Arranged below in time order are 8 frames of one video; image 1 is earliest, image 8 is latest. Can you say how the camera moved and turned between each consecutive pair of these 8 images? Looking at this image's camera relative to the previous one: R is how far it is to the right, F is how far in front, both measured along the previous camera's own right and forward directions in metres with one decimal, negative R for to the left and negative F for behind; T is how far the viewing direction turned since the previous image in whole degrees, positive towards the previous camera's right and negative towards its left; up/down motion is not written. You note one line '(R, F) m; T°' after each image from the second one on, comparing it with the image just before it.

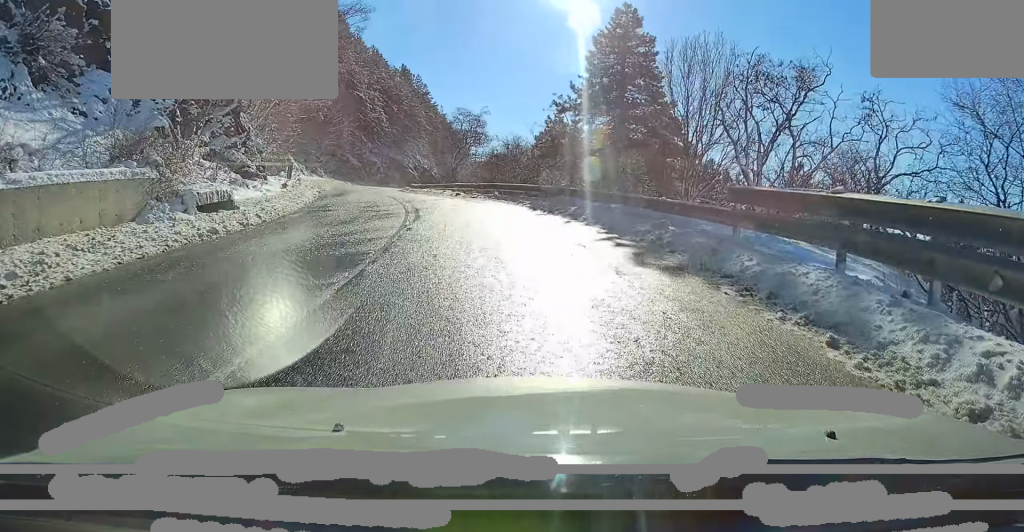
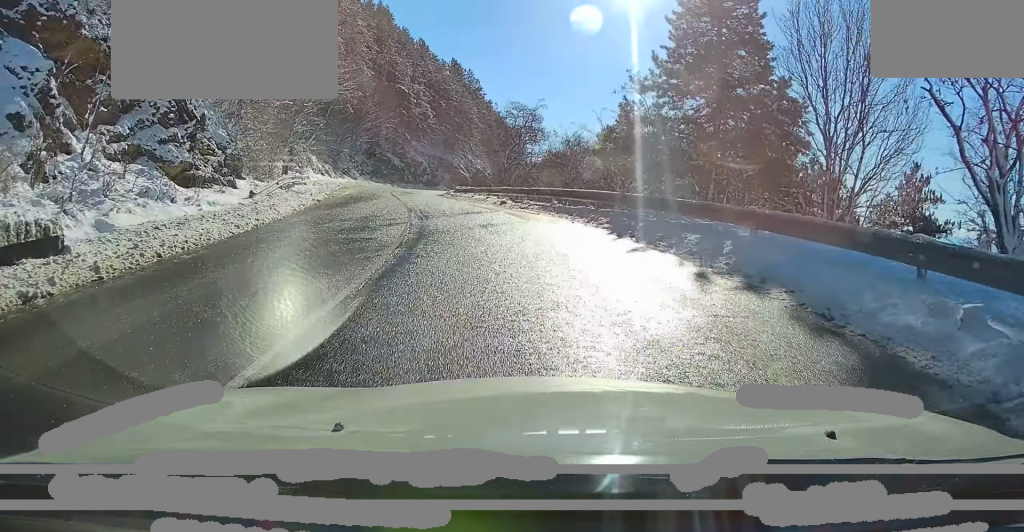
(-0.4, +8.5) m; -4°
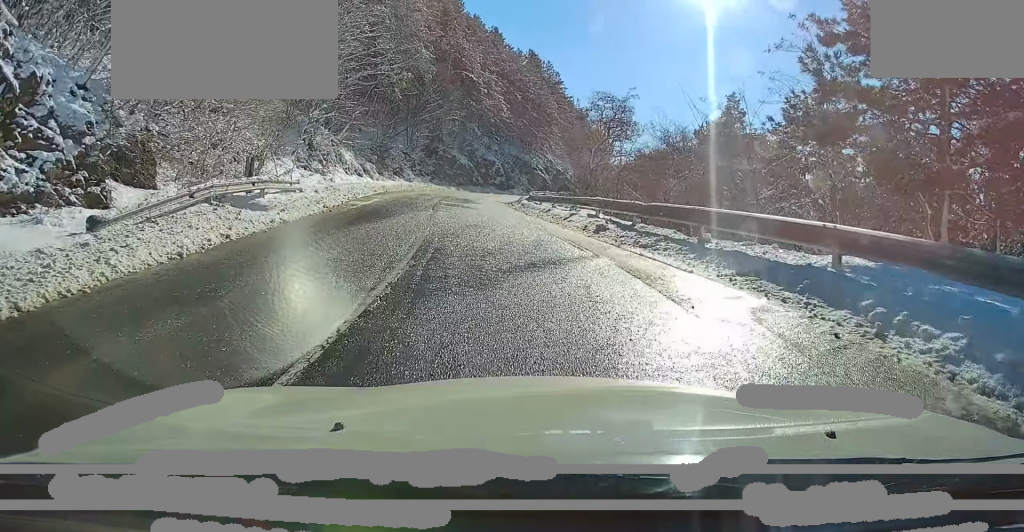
(-0.5, +10.5) m; -5°
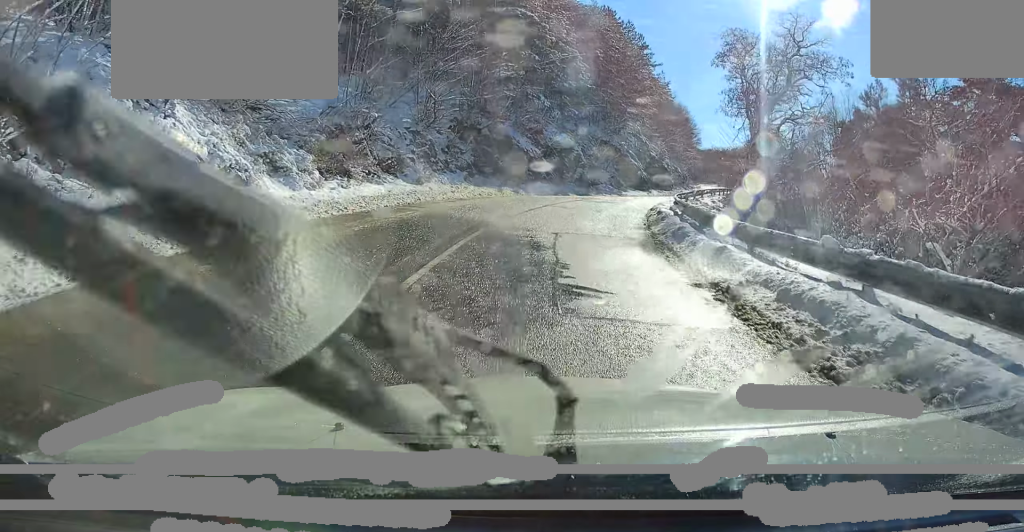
(-1.3, +24.6) m; -1°
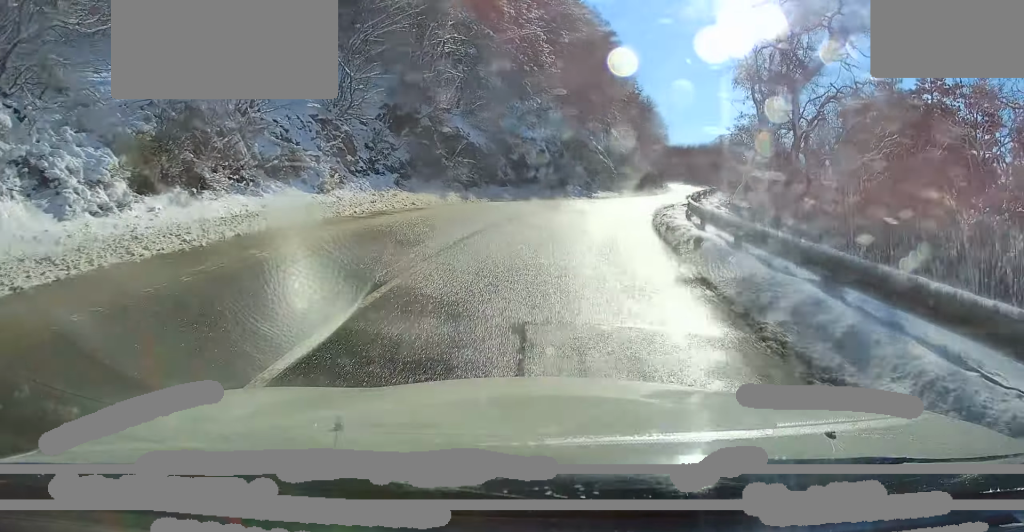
(+0.2, +7.8) m; +3°
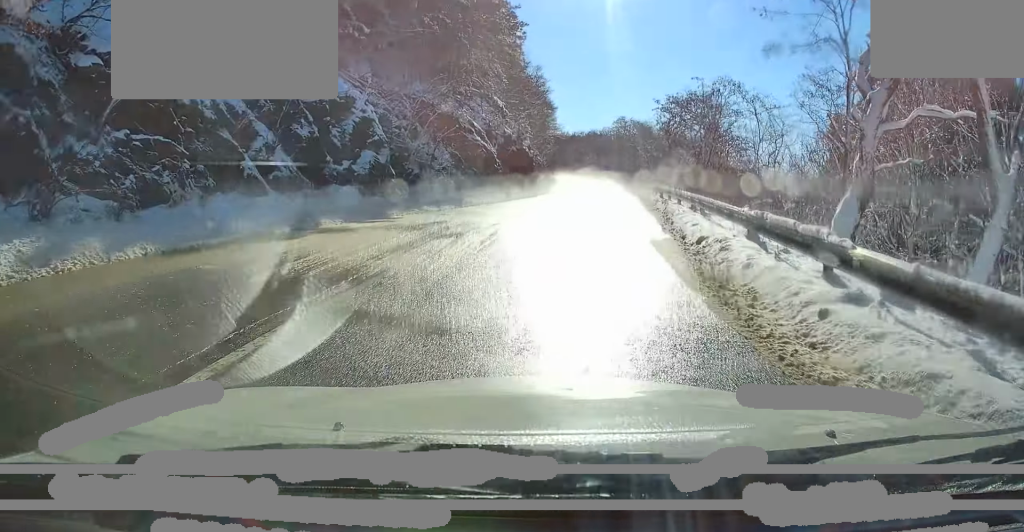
(+1.4, +20.0) m; +8°
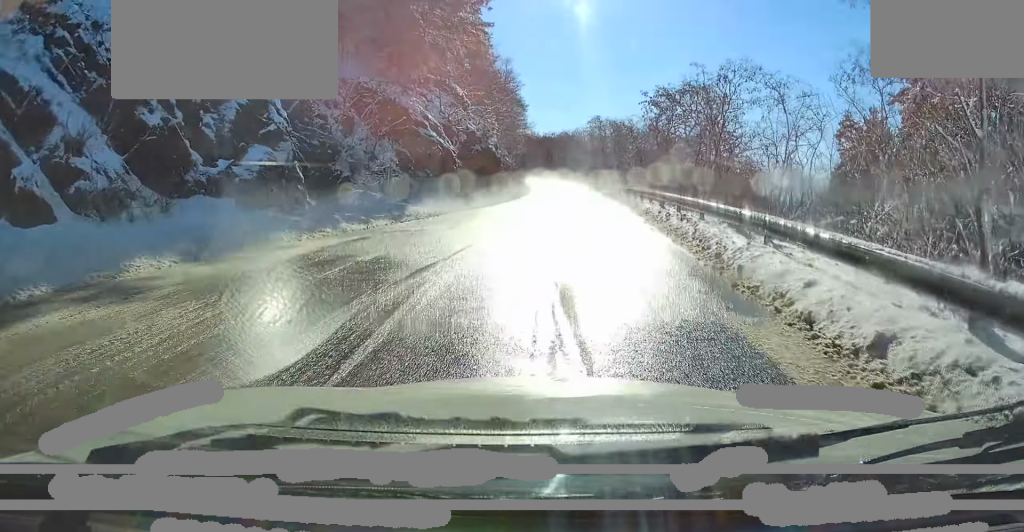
(+0.2, +6.9) m; +2°
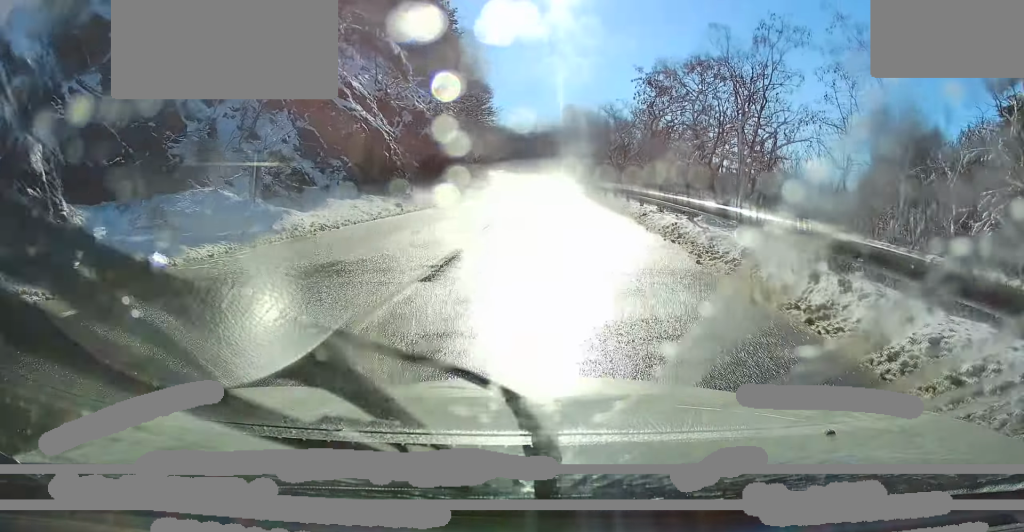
(+0.3, +9.0) m; +2°
